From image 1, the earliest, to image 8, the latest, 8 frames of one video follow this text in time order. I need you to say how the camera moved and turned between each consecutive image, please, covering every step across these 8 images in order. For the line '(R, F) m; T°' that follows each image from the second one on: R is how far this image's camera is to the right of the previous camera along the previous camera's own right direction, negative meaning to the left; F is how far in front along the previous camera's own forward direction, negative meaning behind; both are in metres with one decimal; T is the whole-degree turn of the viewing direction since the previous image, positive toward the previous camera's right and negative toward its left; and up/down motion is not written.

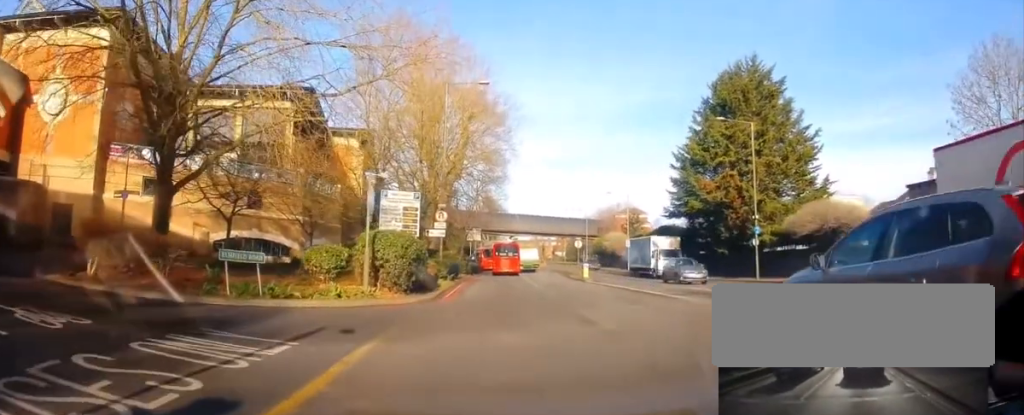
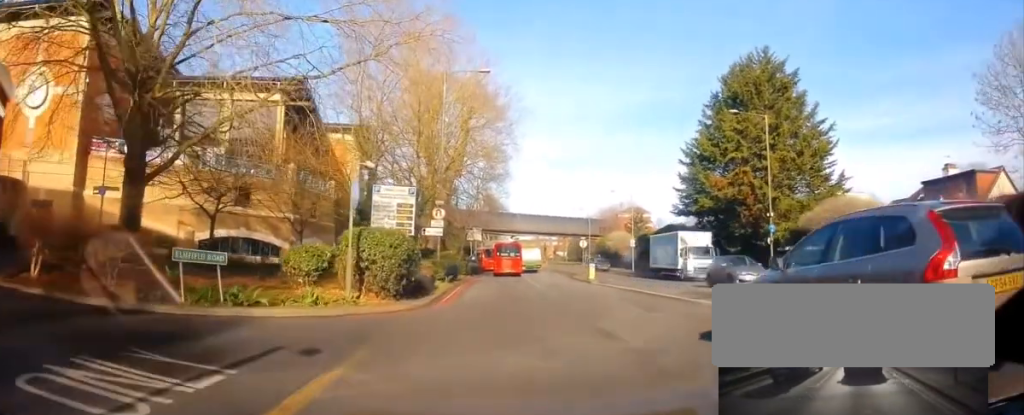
(-0.1, +2.0) m; 0°
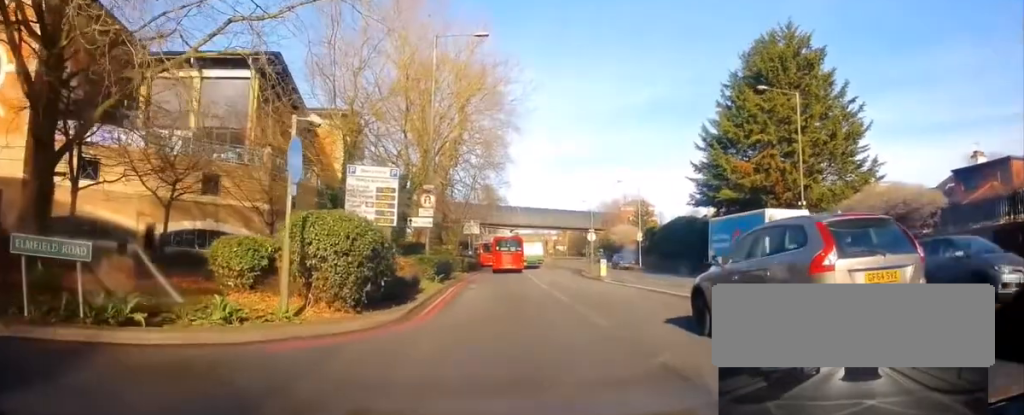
(+0.1, +4.1) m; +2°
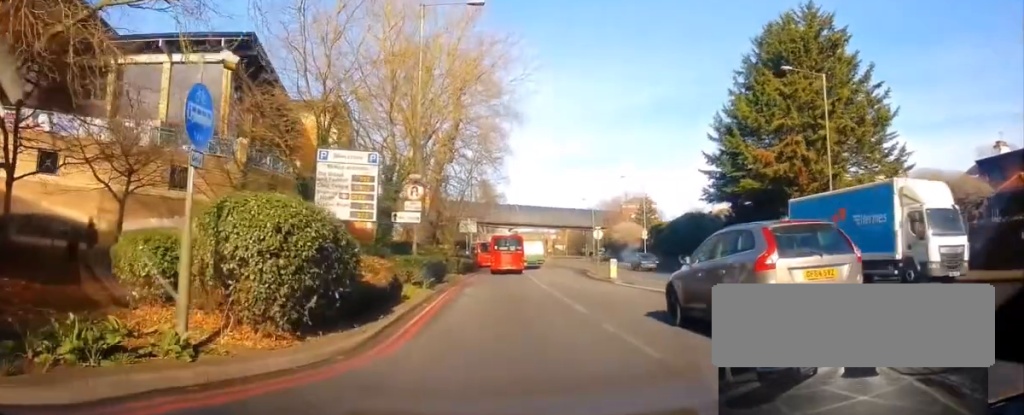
(+0.1, +3.1) m; +2°
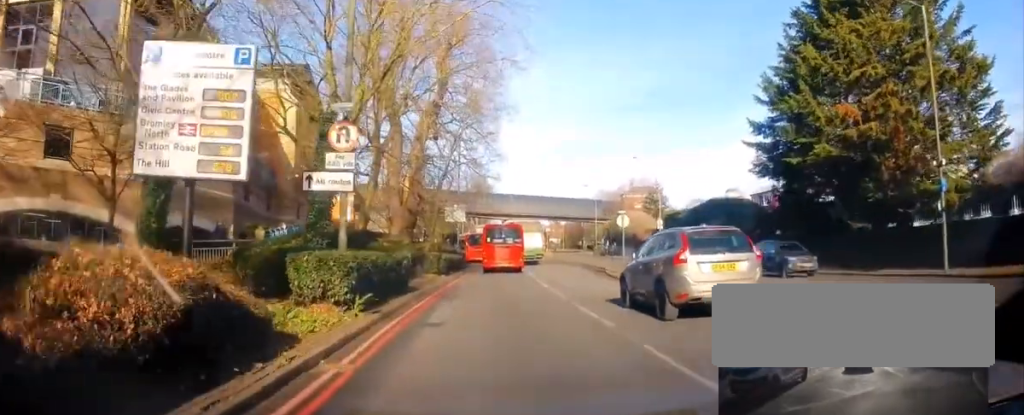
(-0.4, +8.7) m; -3°
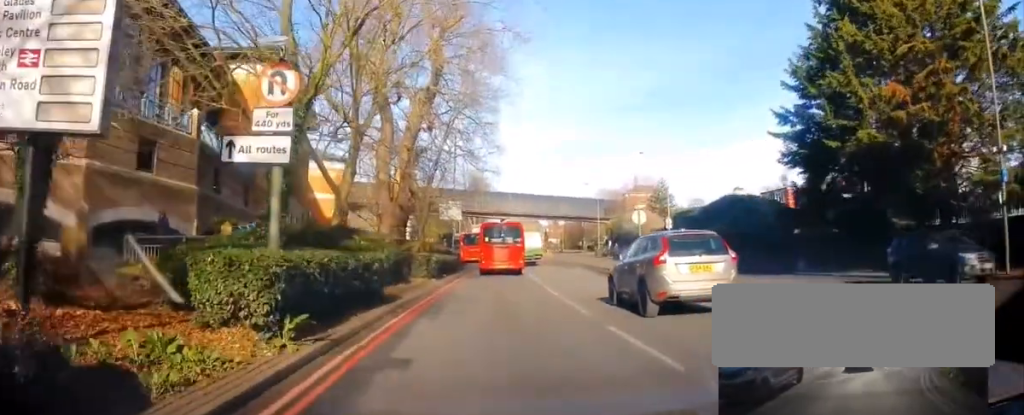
(0.0, +3.5) m; +1°
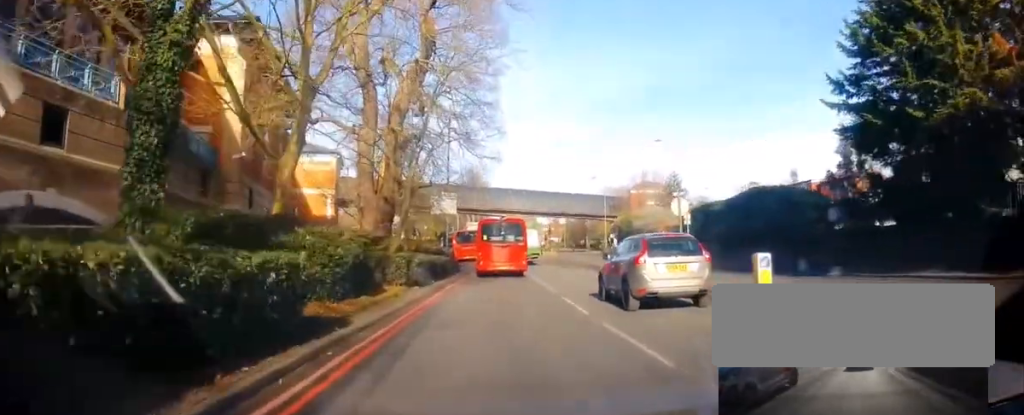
(+0.2, +5.3) m; +2°
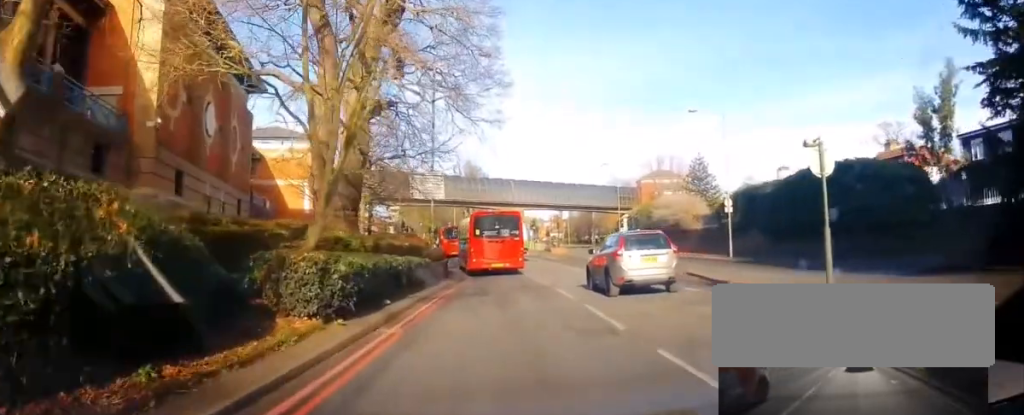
(-0.1, +8.9) m; -4°
